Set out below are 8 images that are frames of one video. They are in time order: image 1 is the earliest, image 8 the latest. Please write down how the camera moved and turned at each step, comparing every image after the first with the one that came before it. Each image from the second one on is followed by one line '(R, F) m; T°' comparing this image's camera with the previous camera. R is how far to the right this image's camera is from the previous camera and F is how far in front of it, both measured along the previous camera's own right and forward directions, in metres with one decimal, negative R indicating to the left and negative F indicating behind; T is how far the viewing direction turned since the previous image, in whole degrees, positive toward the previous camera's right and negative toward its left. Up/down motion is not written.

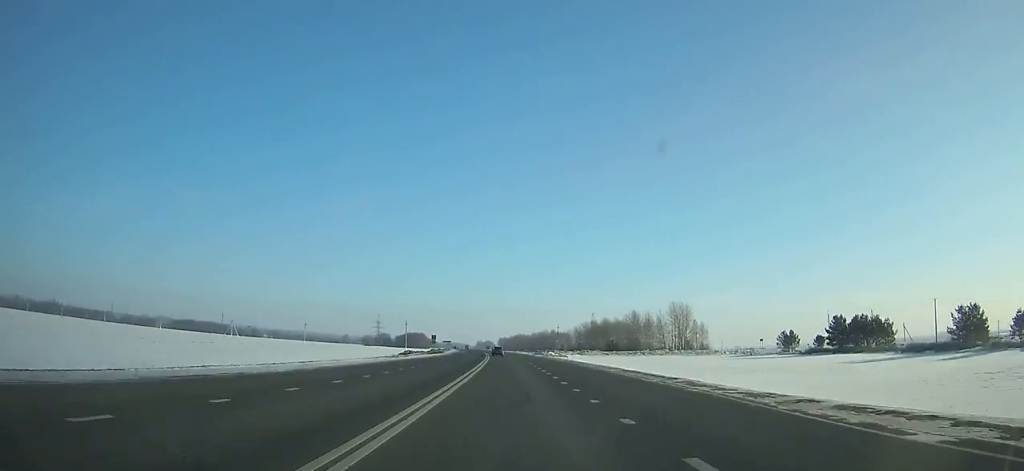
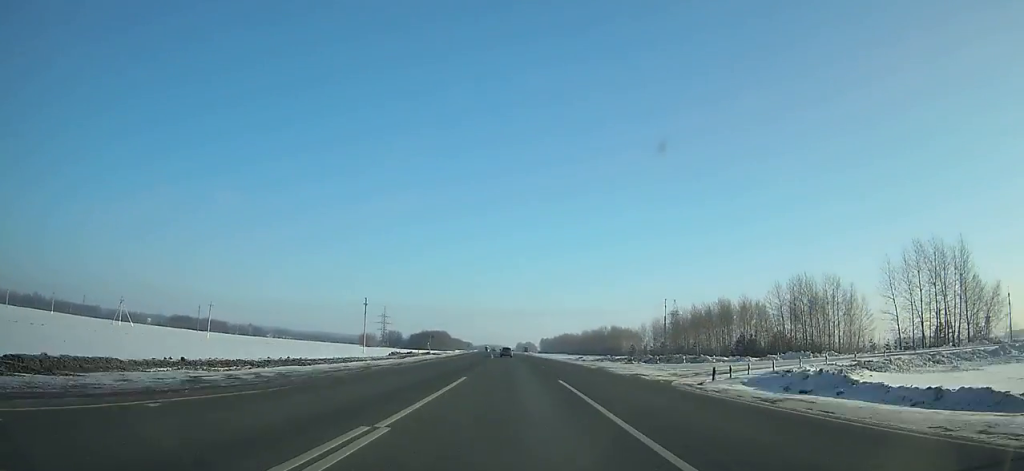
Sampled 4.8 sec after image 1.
(-4.5, +110.4) m; -4°
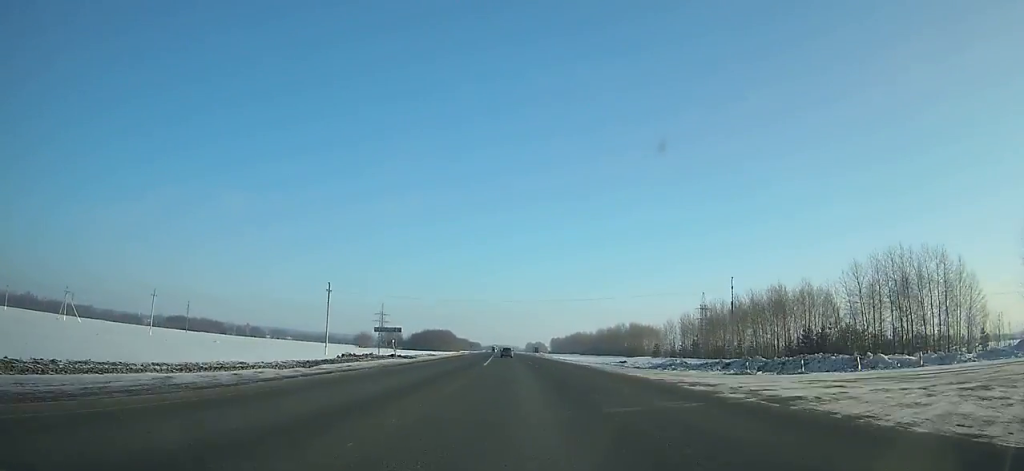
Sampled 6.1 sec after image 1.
(-0.3, +29.3) m; -1°
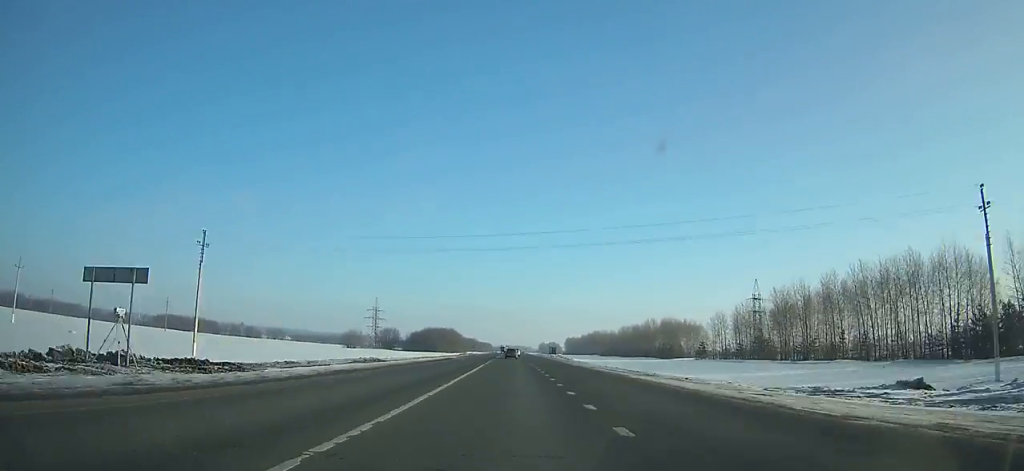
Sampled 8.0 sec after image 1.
(-0.6, +42.5) m; -1°
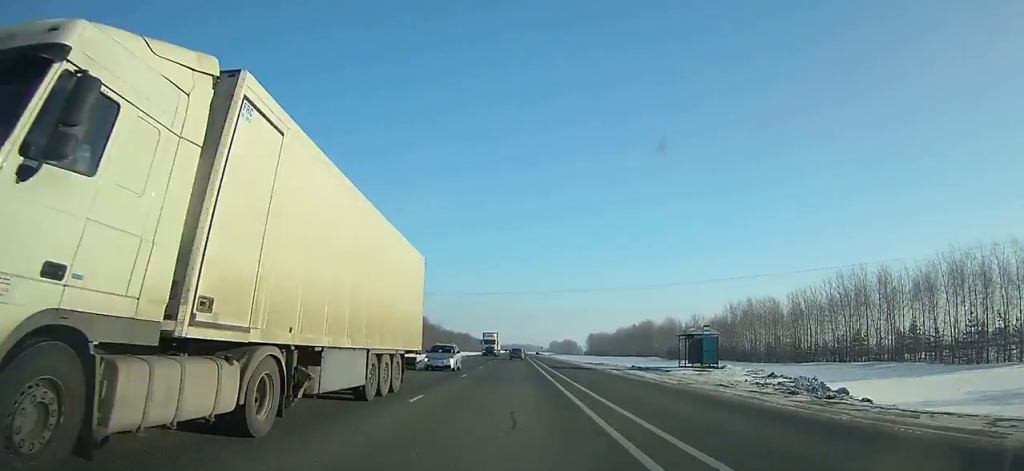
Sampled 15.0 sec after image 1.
(-1.6, +155.2) m; -1°
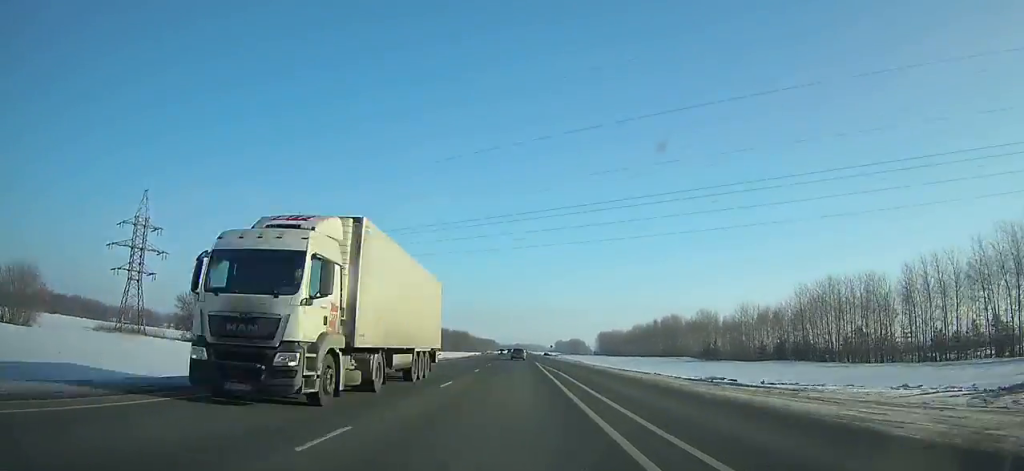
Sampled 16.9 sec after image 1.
(-0.1, +42.2) m; 0°
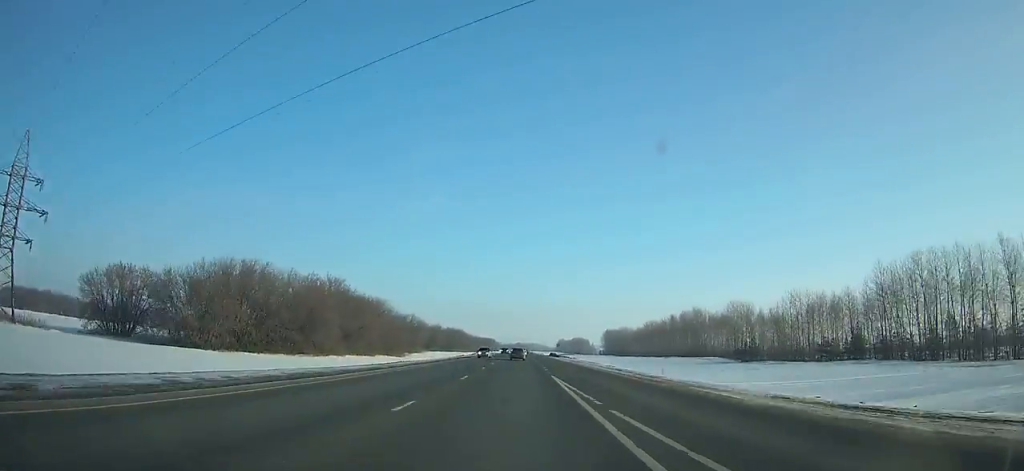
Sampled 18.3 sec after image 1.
(0.0, +31.2) m; 0°
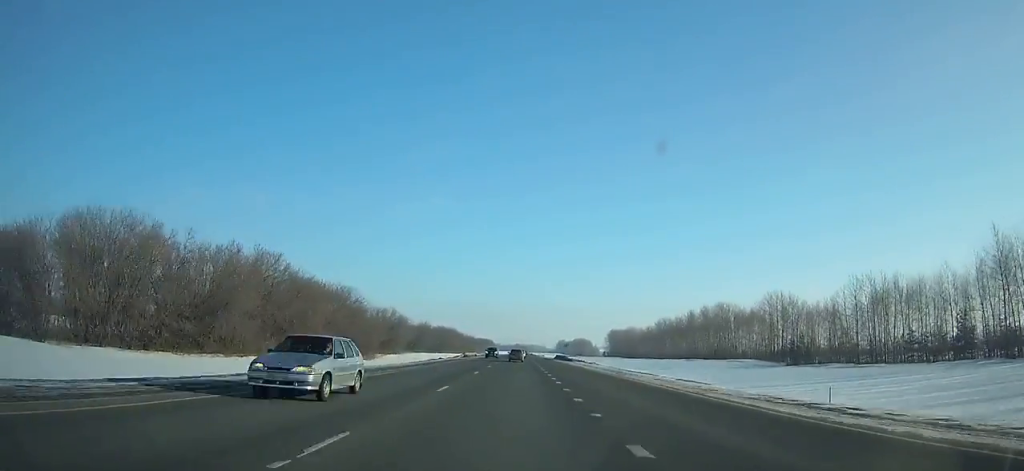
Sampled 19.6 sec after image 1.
(0.0, +29.1) m; 0°
